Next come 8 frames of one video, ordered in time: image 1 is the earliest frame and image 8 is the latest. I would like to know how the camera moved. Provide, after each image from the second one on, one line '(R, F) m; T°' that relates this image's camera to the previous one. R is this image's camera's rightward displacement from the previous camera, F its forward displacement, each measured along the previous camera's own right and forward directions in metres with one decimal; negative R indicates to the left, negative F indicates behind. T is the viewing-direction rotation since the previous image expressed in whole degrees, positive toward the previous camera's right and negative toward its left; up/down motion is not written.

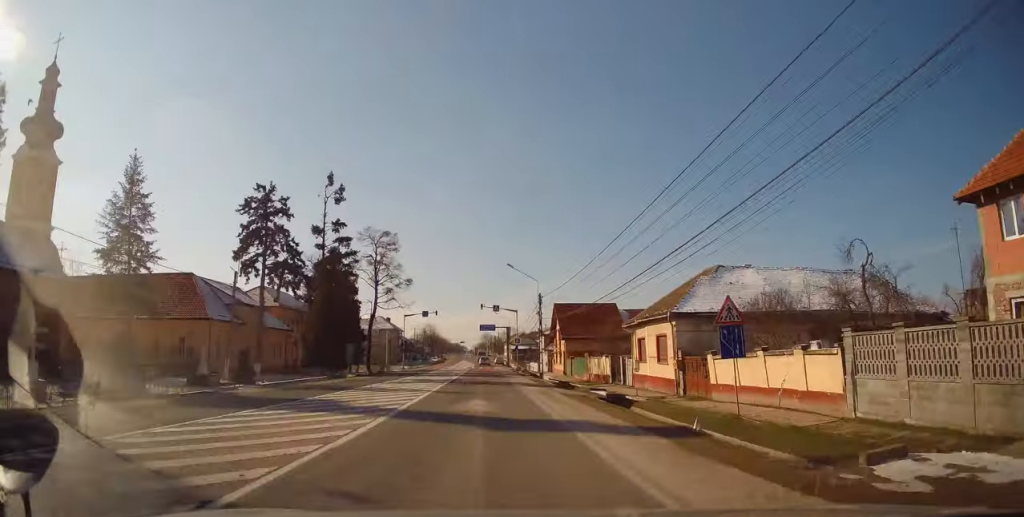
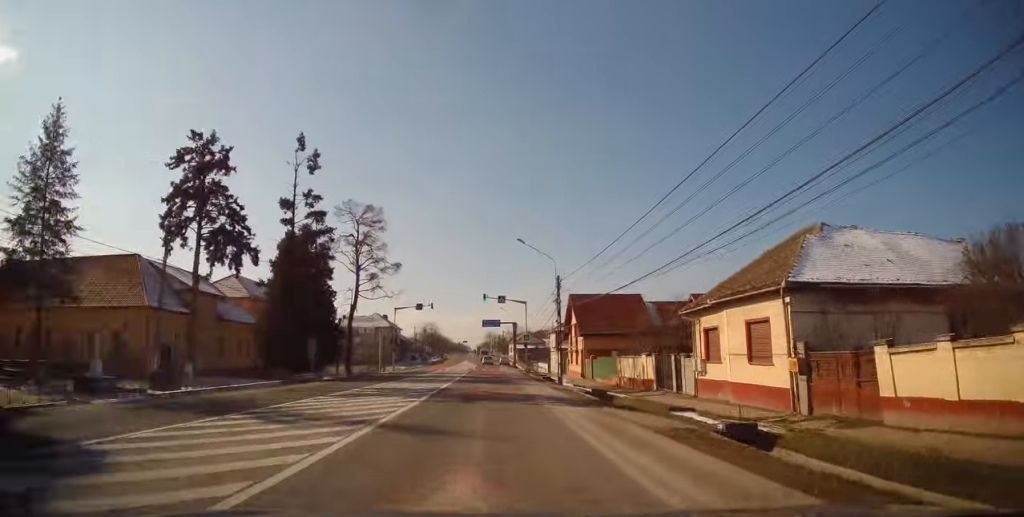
(+0.3, +10.7) m; +1°
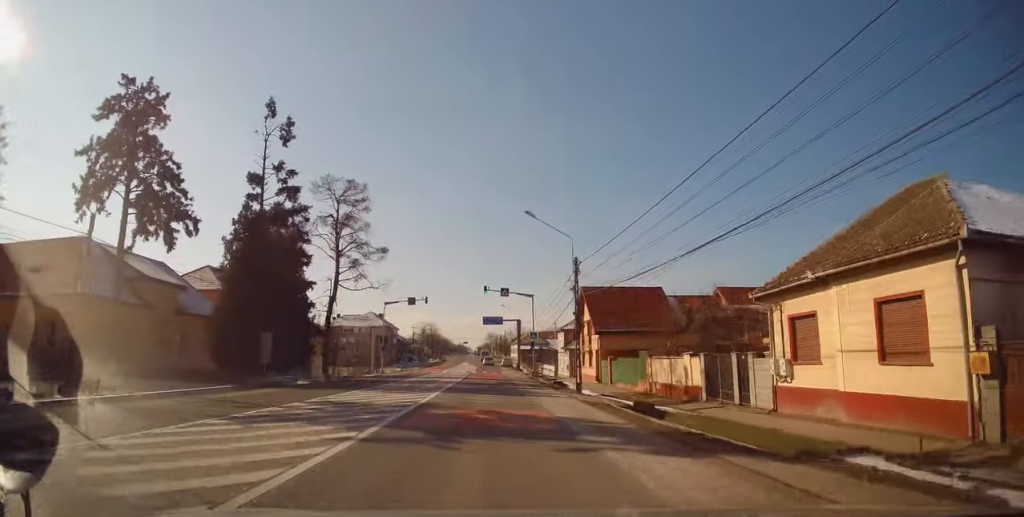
(+0.1, +7.5) m; 0°
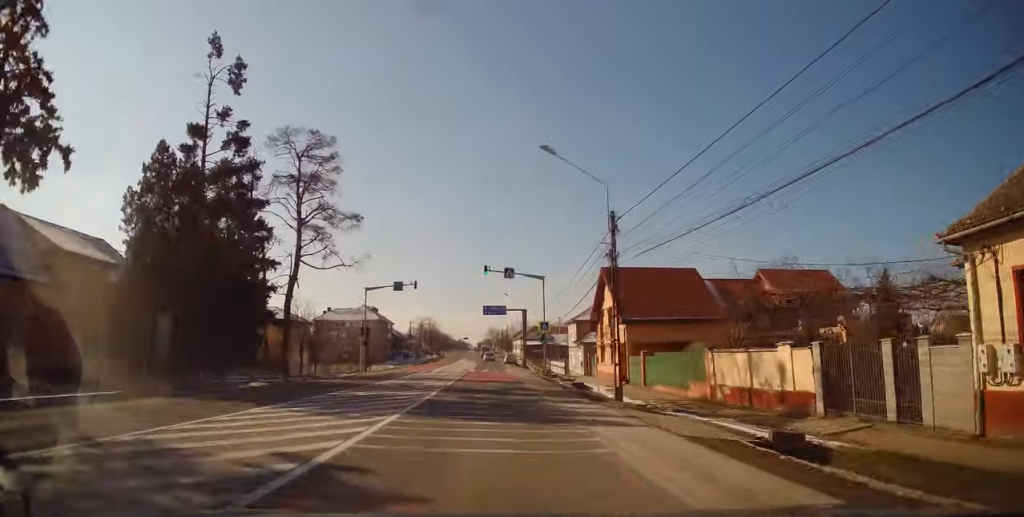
(+0.1, +9.4) m; -1°
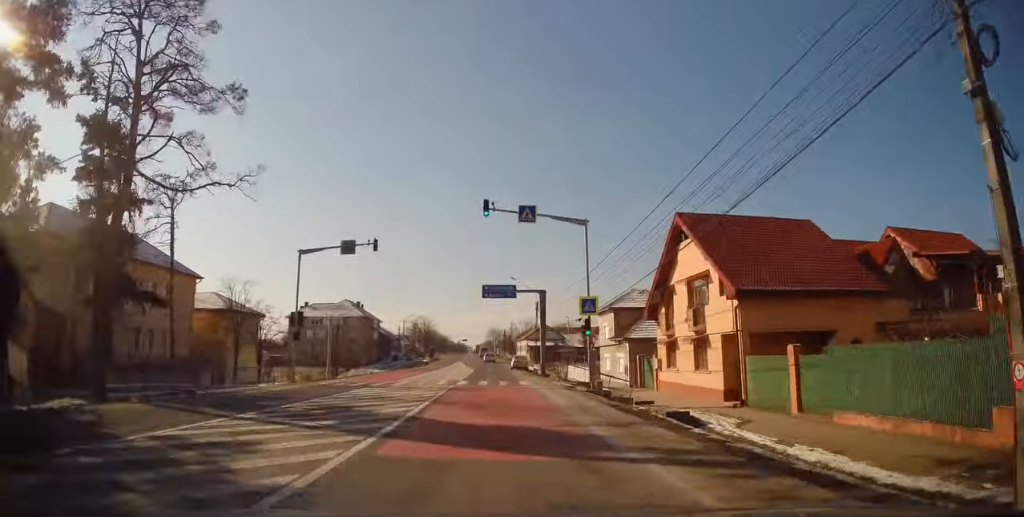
(-0.4, +18.7) m; 0°
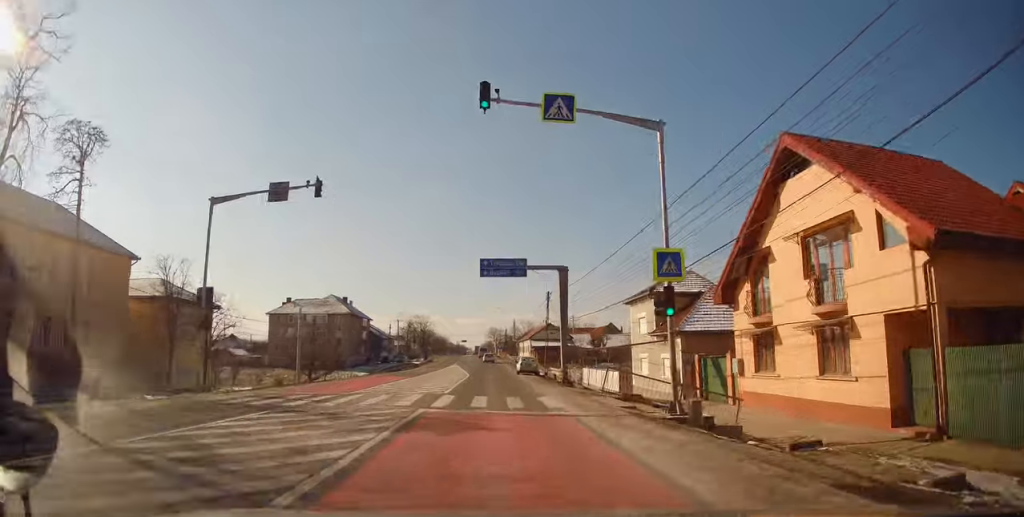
(+0.1, +11.3) m; 0°
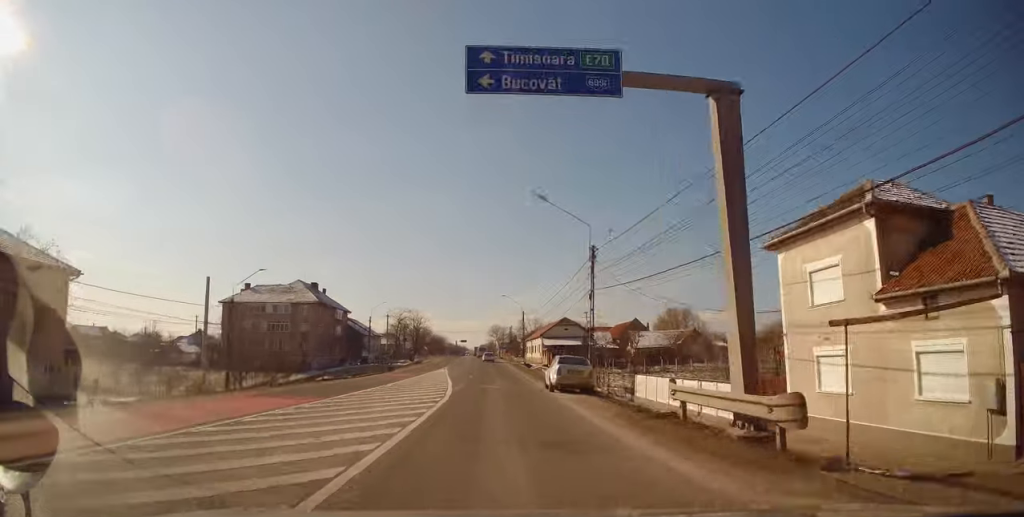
(+0.1, +20.5) m; 0°
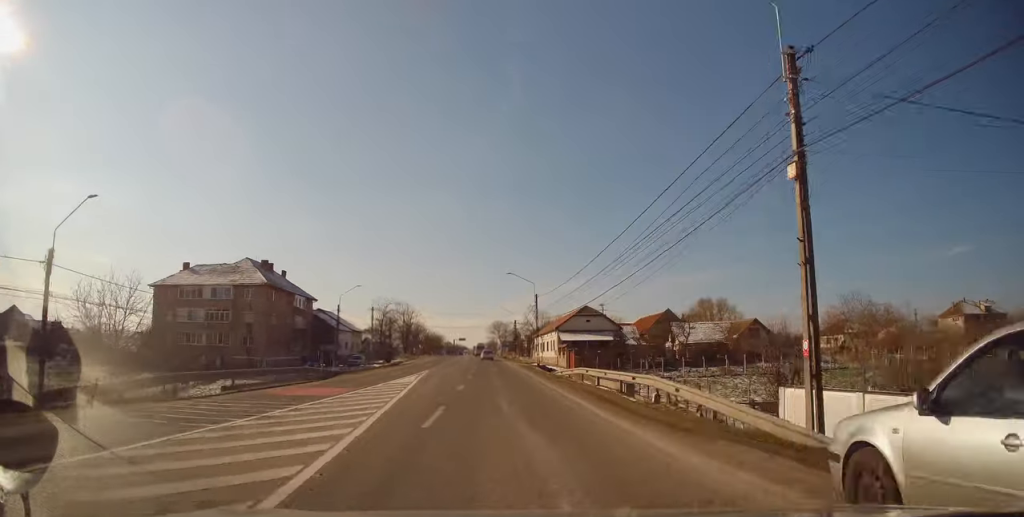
(0.0, +19.8) m; 0°
